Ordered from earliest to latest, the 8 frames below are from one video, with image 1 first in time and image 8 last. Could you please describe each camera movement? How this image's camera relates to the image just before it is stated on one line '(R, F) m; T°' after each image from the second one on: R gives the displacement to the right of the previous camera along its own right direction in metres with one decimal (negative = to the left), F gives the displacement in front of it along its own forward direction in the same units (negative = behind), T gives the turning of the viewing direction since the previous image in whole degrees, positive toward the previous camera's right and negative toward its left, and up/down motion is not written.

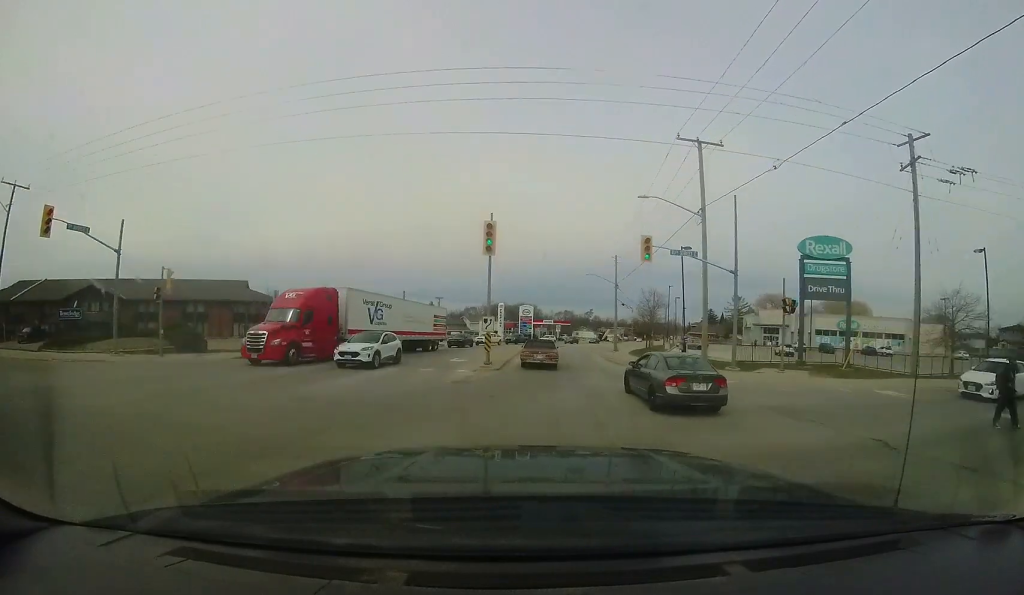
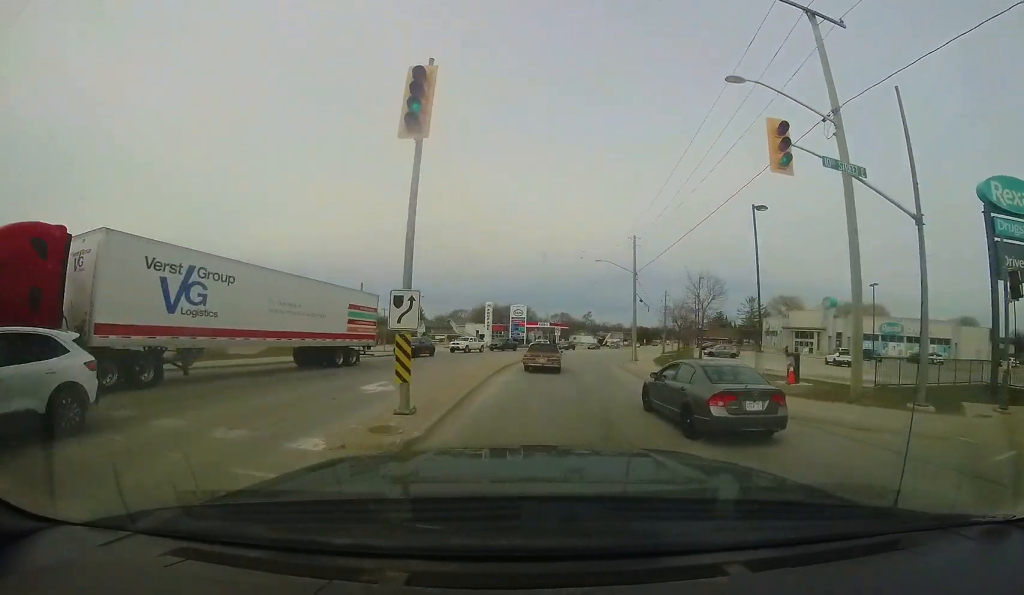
(0.0, +11.8) m; +1°
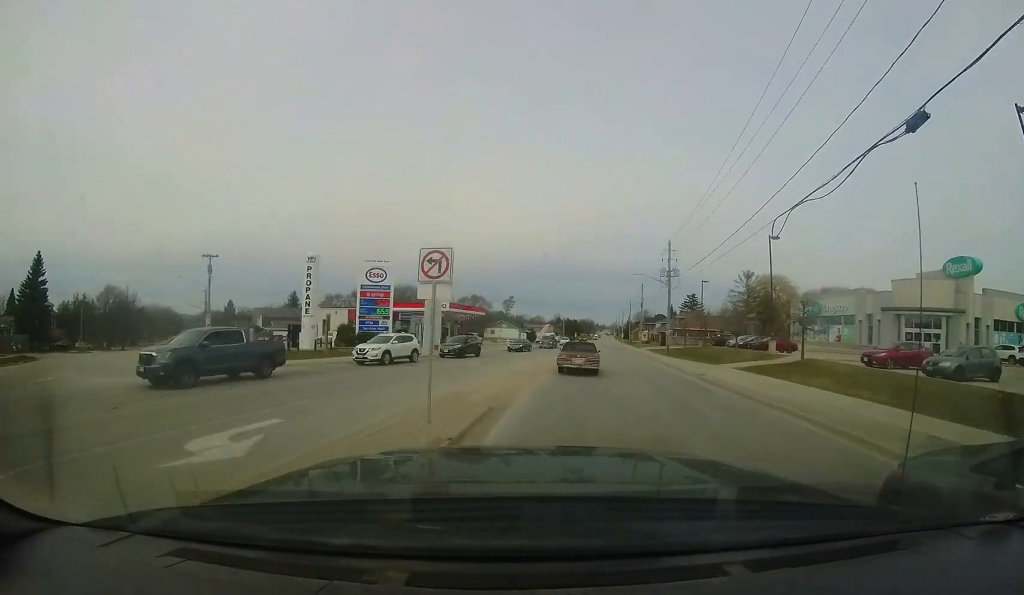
(+4.3, +37.6) m; +17°
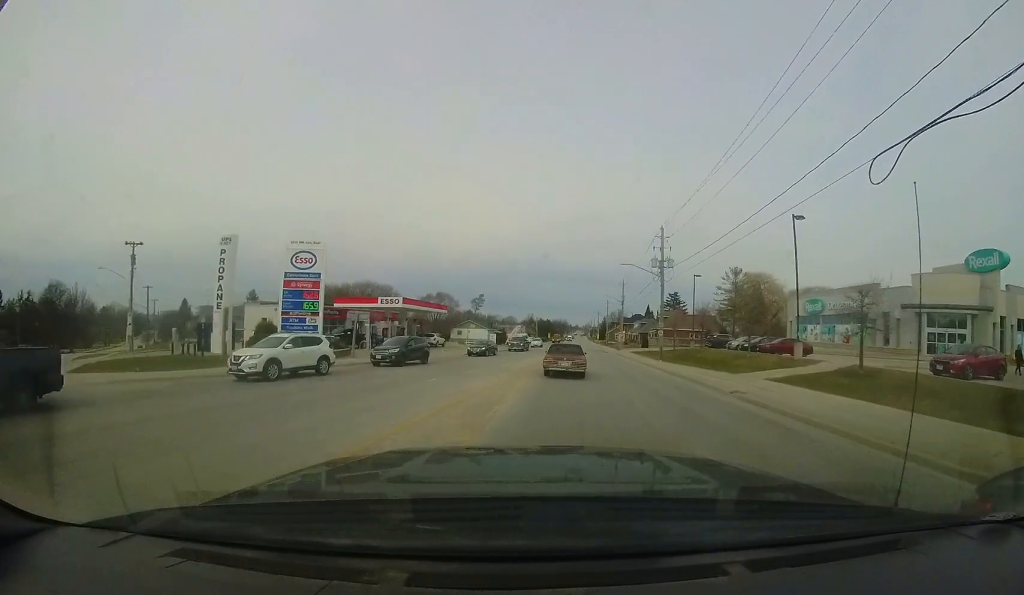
(+0.1, +6.5) m; +4°
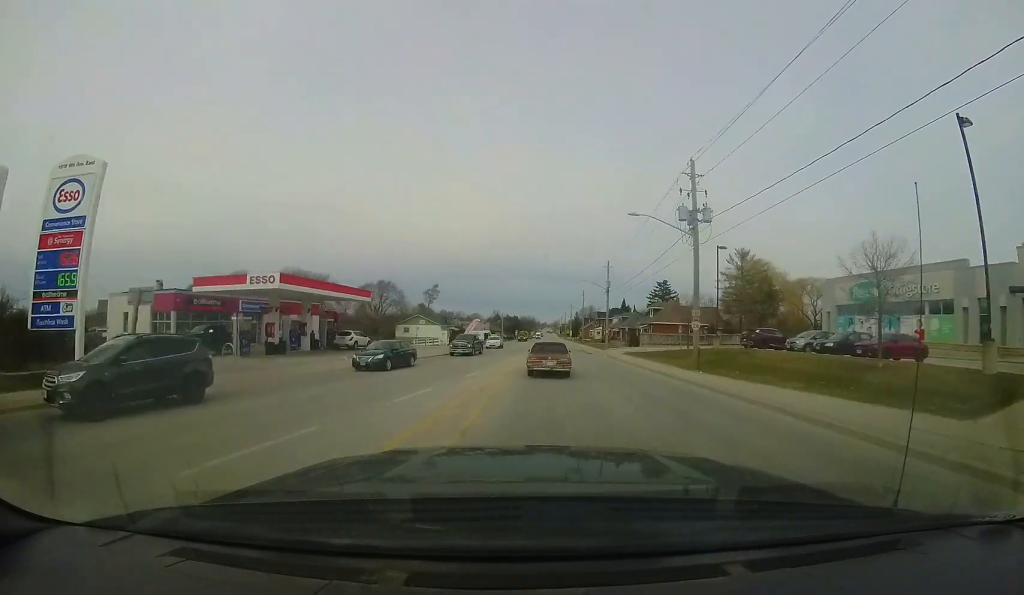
(+0.7, +14.1) m; +4°
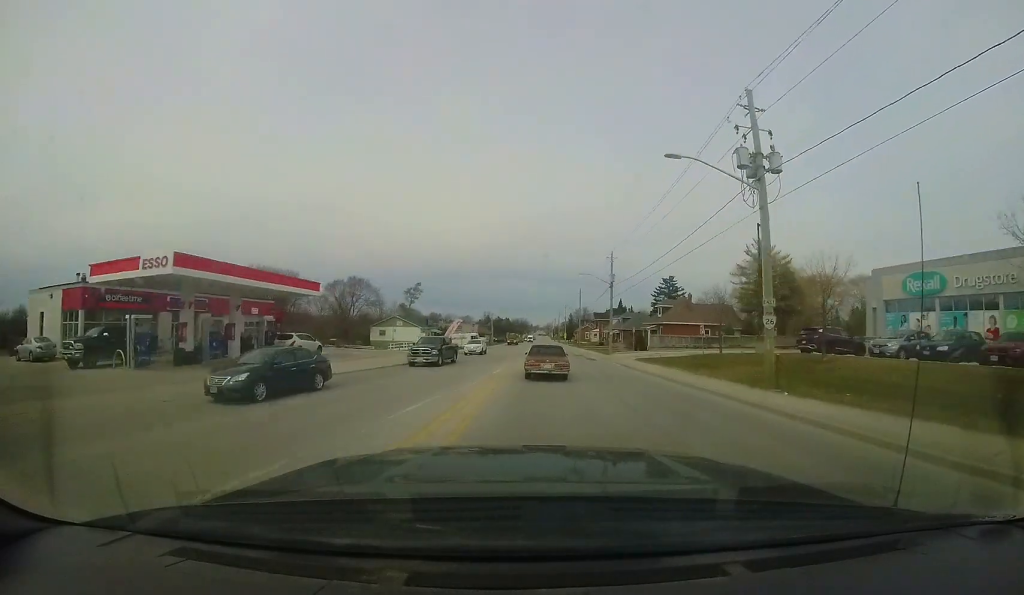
(+0.1, +7.9) m; +1°
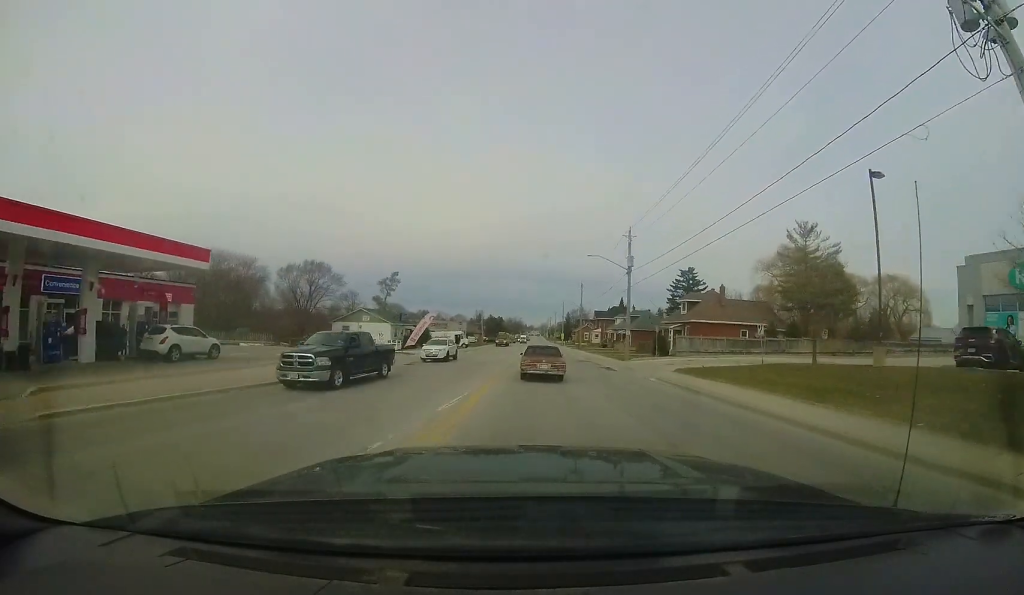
(+0.1, +10.5) m; +2°
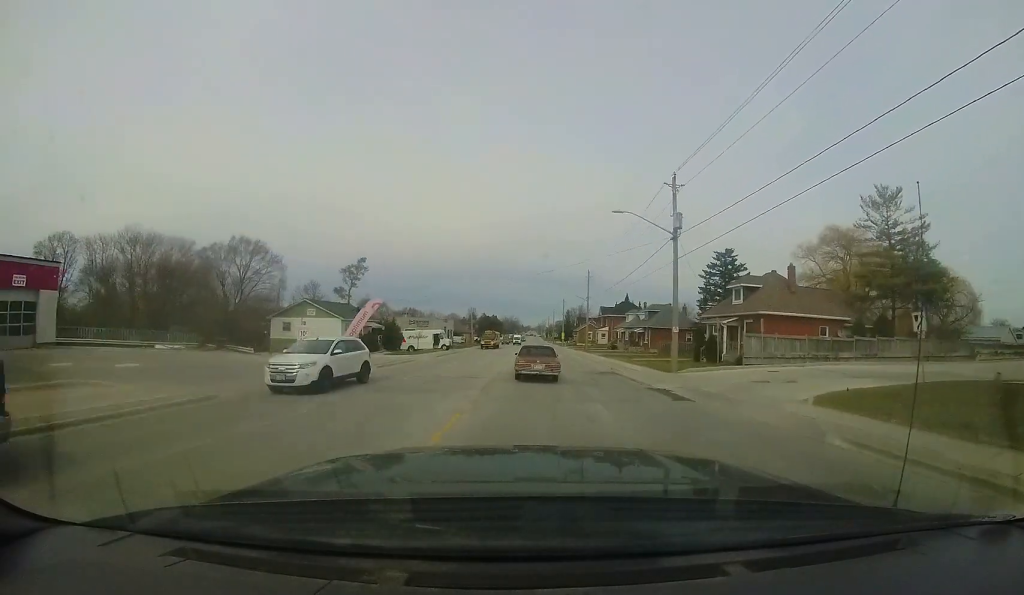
(+0.2, +12.4) m; +2°
